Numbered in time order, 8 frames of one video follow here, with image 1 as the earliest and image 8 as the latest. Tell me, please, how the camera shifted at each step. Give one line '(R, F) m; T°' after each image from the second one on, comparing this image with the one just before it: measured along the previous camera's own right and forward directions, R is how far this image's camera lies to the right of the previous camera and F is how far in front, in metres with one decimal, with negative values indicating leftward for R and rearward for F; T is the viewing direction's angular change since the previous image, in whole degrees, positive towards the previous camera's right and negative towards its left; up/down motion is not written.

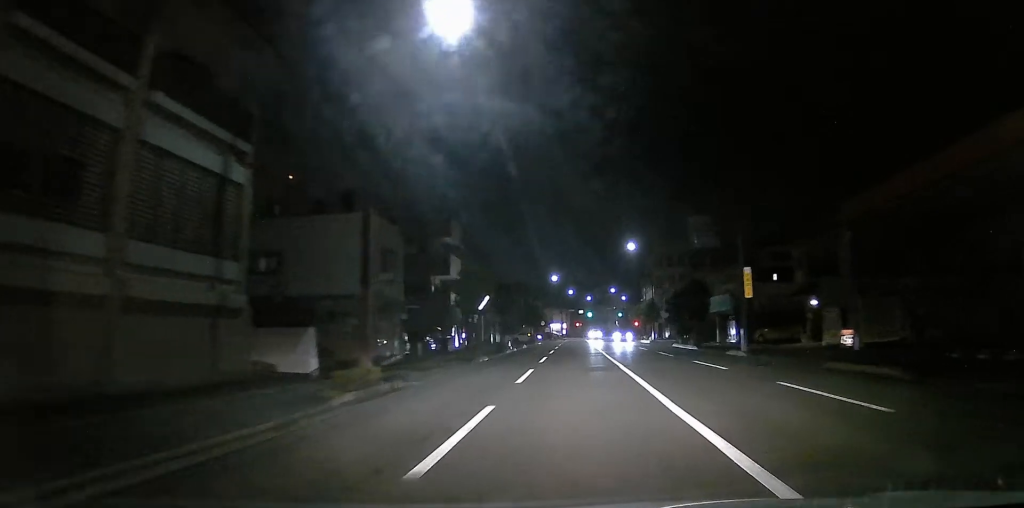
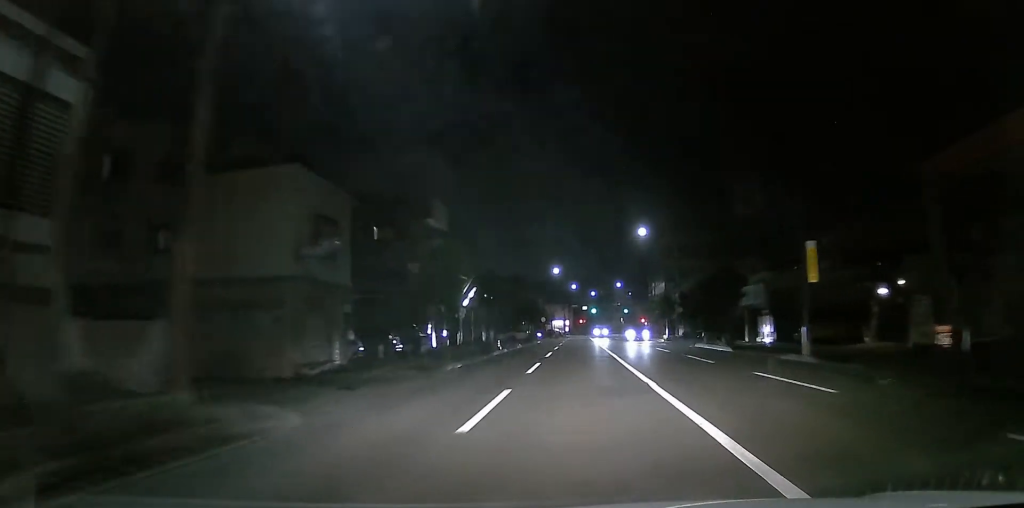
(0.0, +7.8) m; 0°
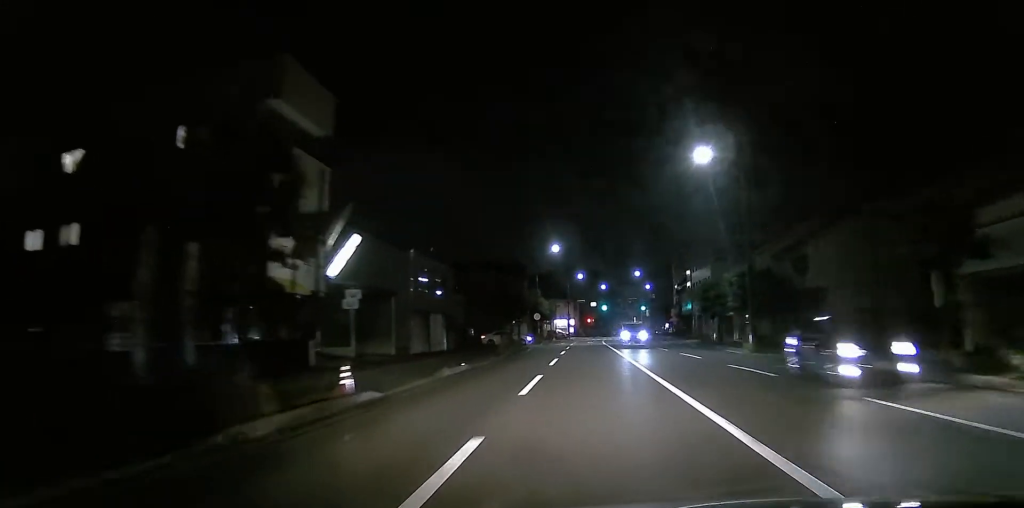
(+0.1, +25.7) m; 0°
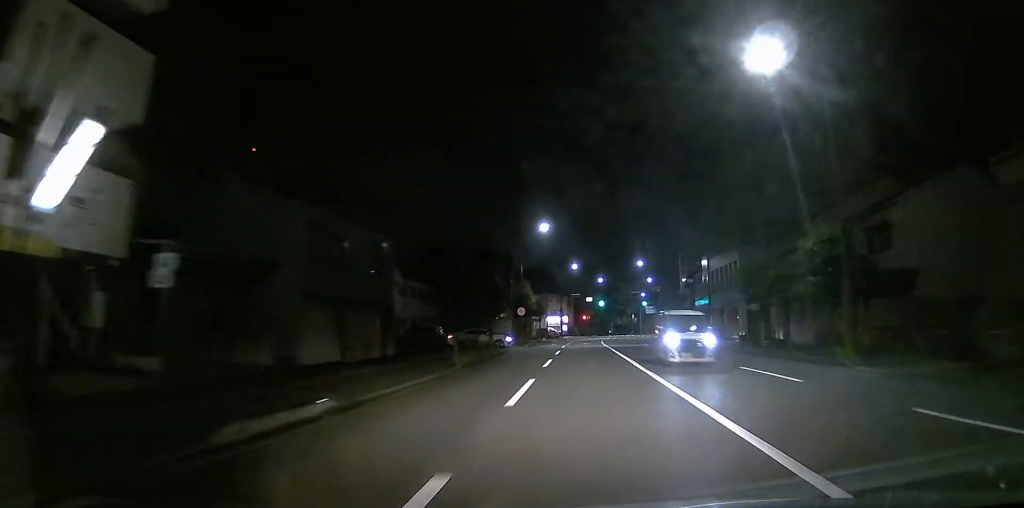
(0.0, +12.1) m; -1°
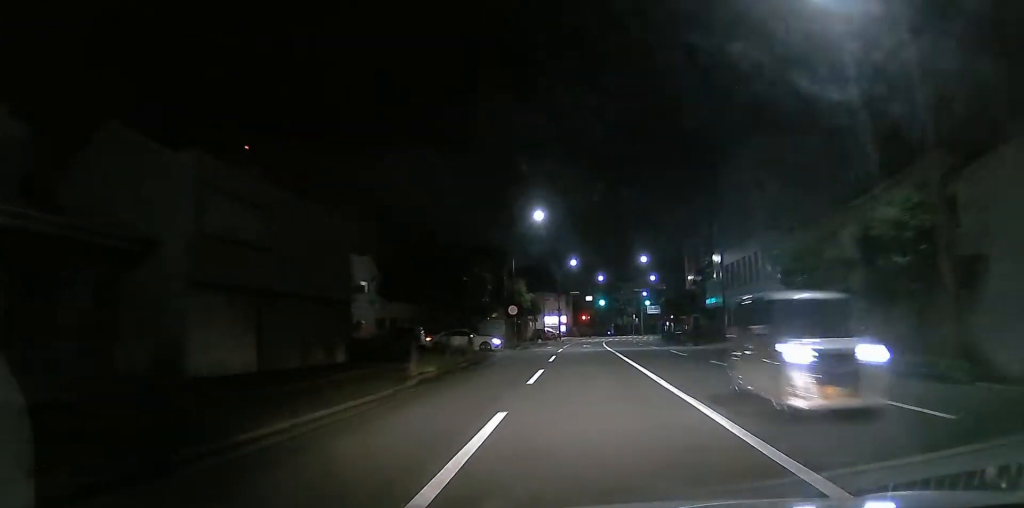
(0.0, +6.0) m; 0°
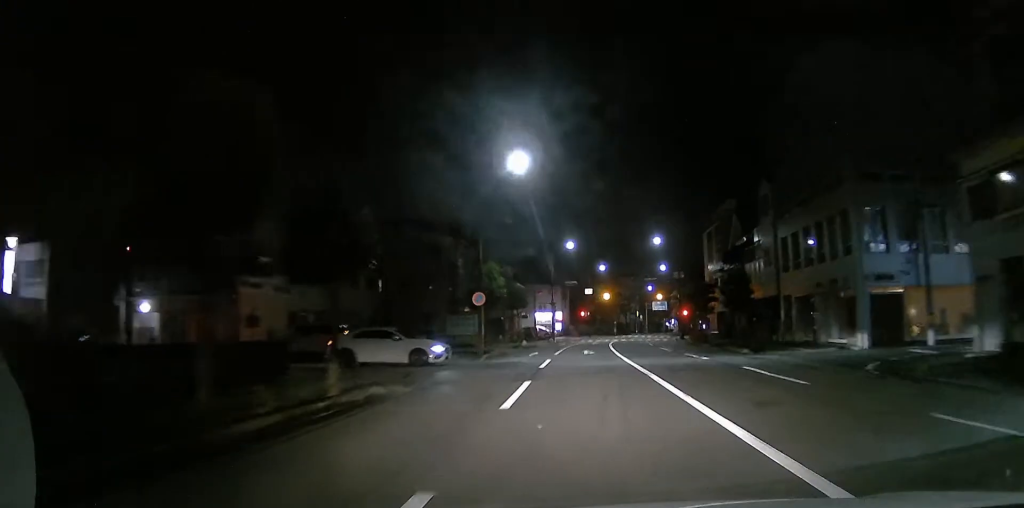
(-0.2, +14.7) m; 0°
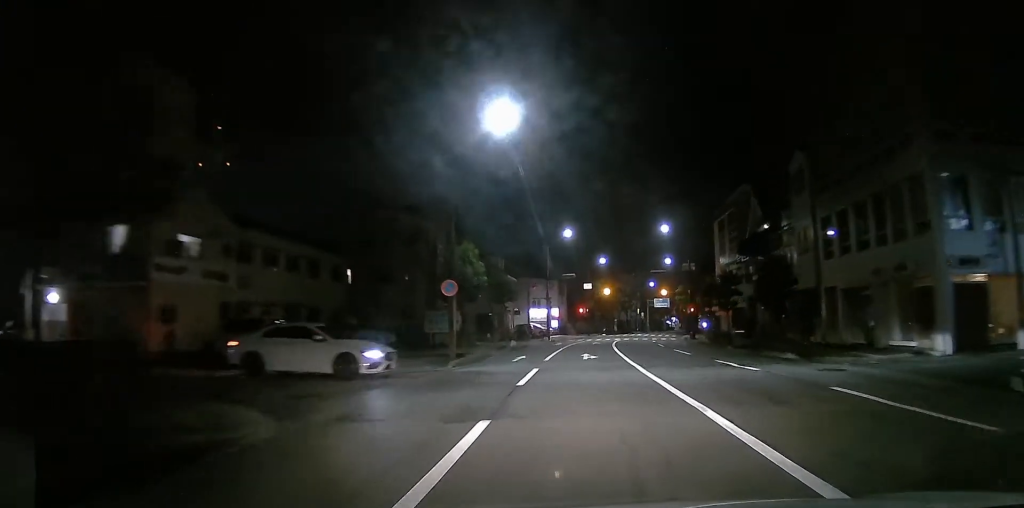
(+0.1, +6.5) m; 0°
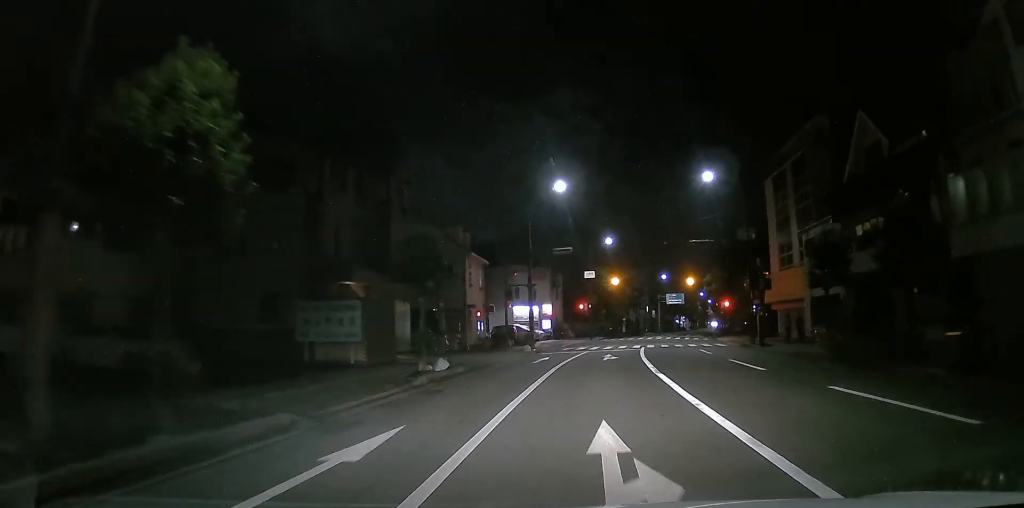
(0.0, +21.1) m; 0°
